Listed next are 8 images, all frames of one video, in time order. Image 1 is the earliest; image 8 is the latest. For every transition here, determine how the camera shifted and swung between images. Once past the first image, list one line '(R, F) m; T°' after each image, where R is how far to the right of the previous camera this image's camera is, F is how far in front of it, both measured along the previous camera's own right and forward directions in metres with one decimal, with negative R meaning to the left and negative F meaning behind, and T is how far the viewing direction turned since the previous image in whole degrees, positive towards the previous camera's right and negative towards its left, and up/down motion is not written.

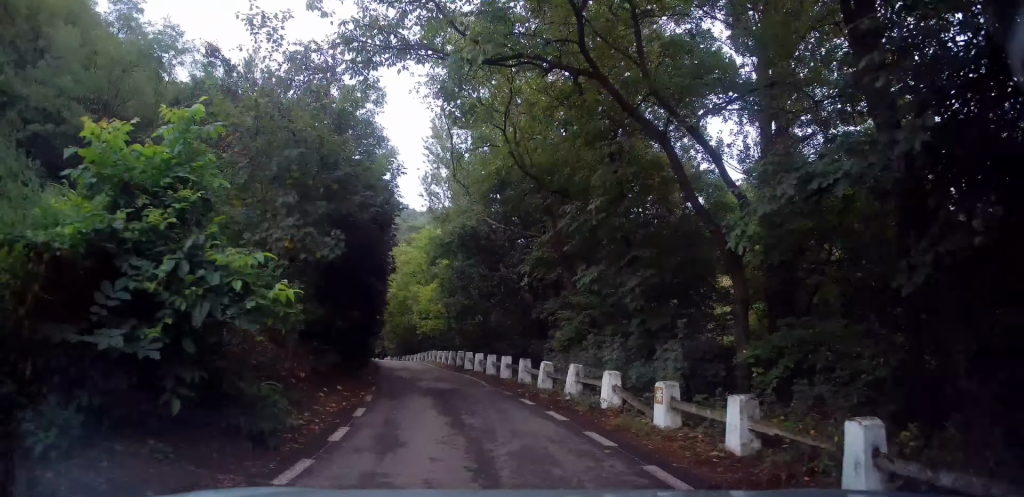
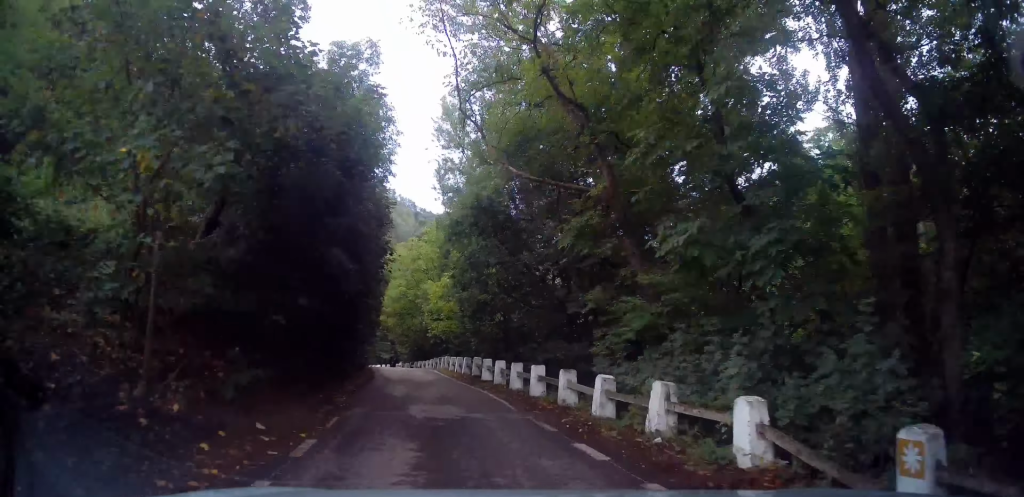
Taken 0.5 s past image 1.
(-0.1, +4.8) m; -1°
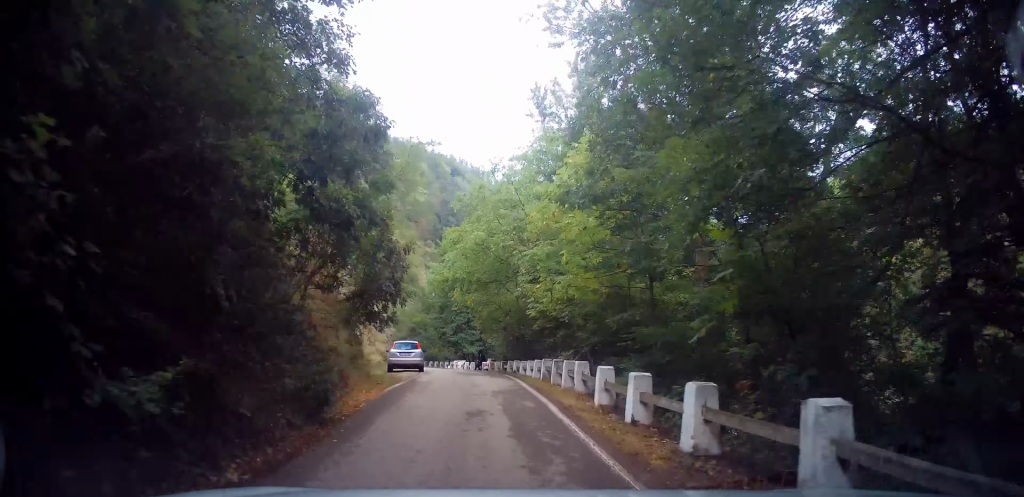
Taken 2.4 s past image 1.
(-1.2, +17.6) m; -8°
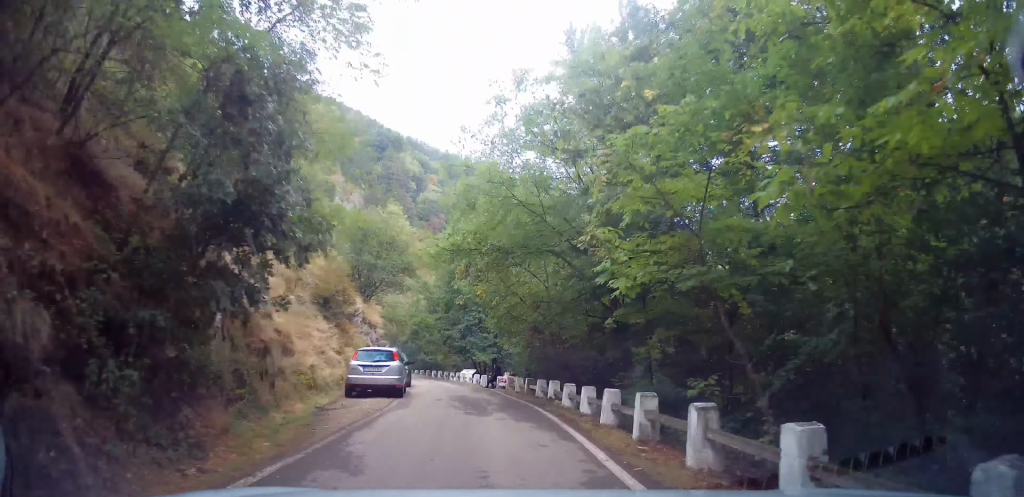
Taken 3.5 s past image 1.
(-0.5, +9.7) m; -5°
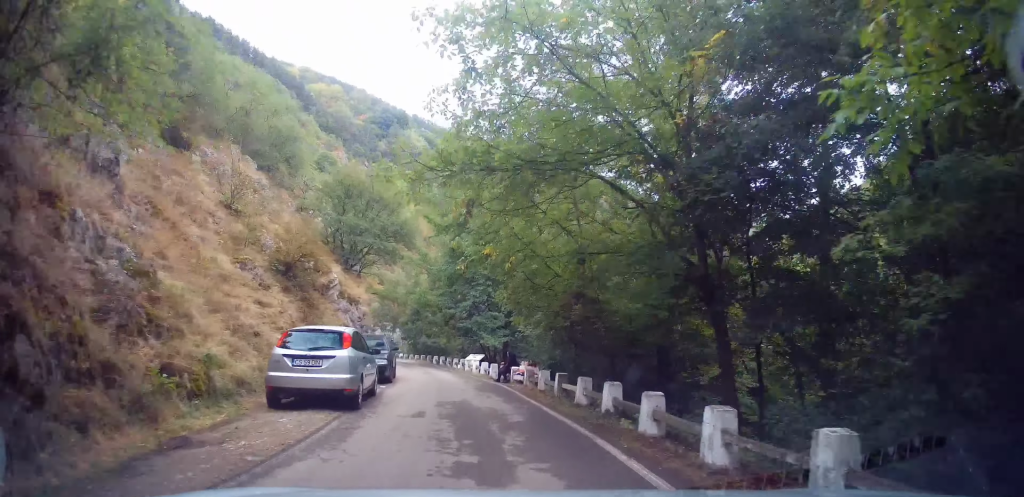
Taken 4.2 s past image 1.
(-0.3, +6.3) m; -2°
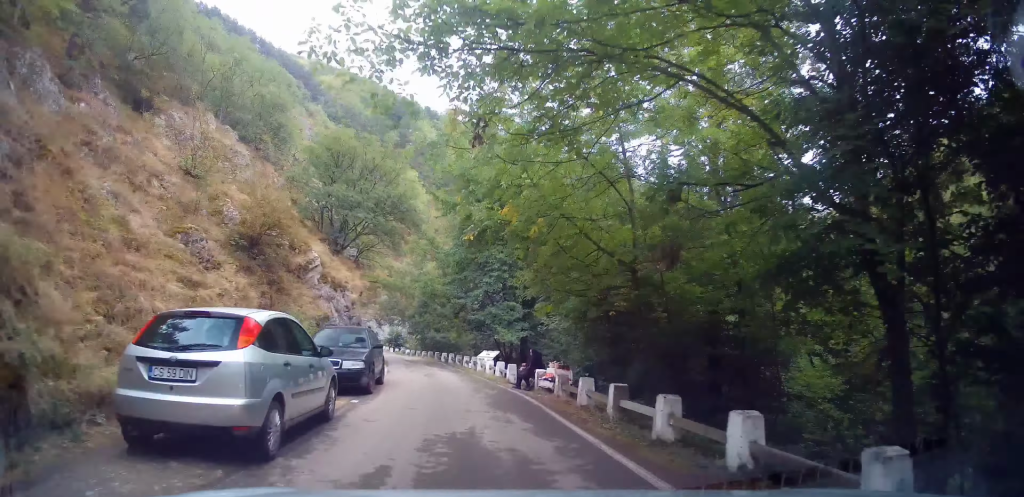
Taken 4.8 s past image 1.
(+0.2, +4.5) m; -1°
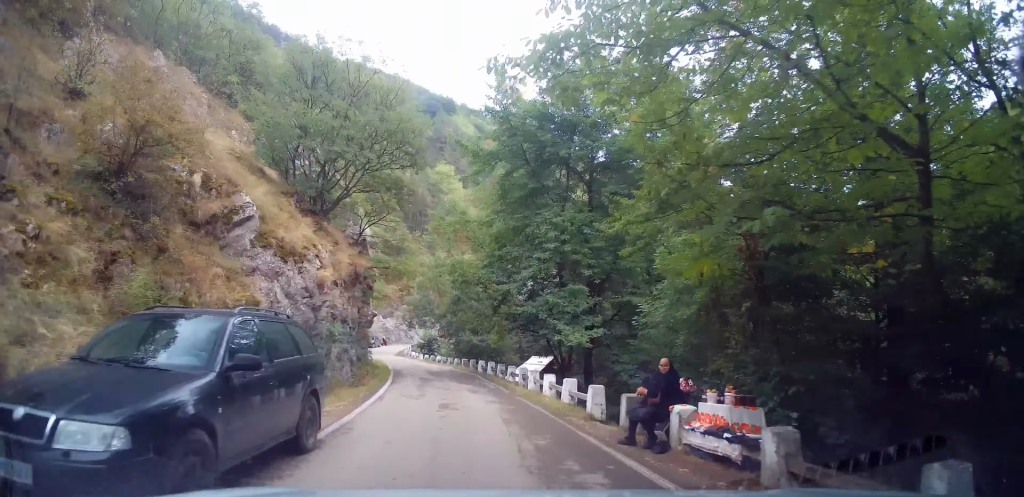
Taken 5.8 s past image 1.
(-0.3, +8.6) m; -4°
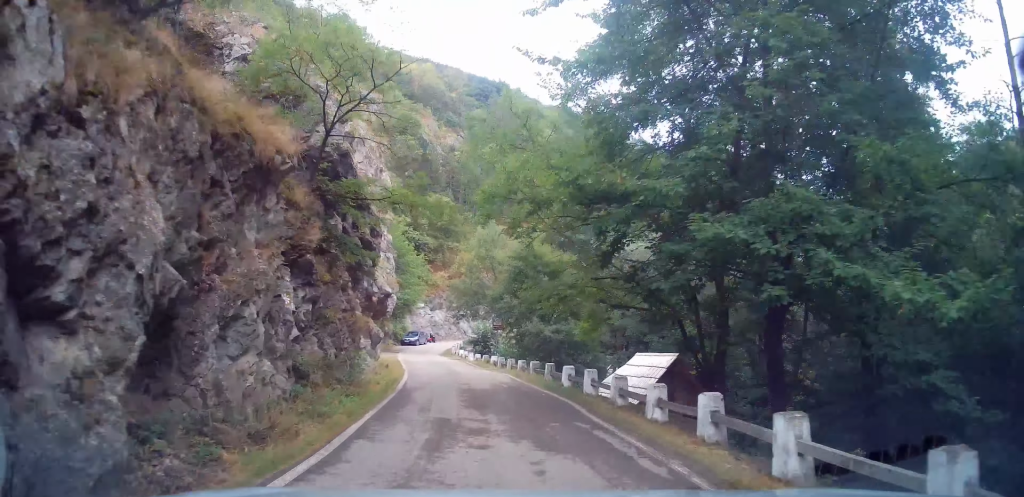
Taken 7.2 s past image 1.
(-0.4, +12.2) m; -4°
